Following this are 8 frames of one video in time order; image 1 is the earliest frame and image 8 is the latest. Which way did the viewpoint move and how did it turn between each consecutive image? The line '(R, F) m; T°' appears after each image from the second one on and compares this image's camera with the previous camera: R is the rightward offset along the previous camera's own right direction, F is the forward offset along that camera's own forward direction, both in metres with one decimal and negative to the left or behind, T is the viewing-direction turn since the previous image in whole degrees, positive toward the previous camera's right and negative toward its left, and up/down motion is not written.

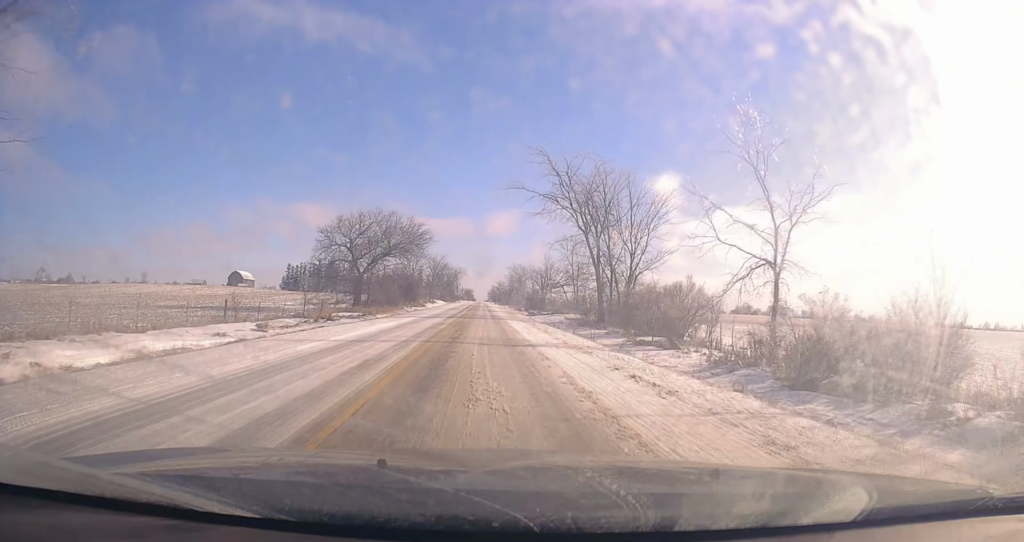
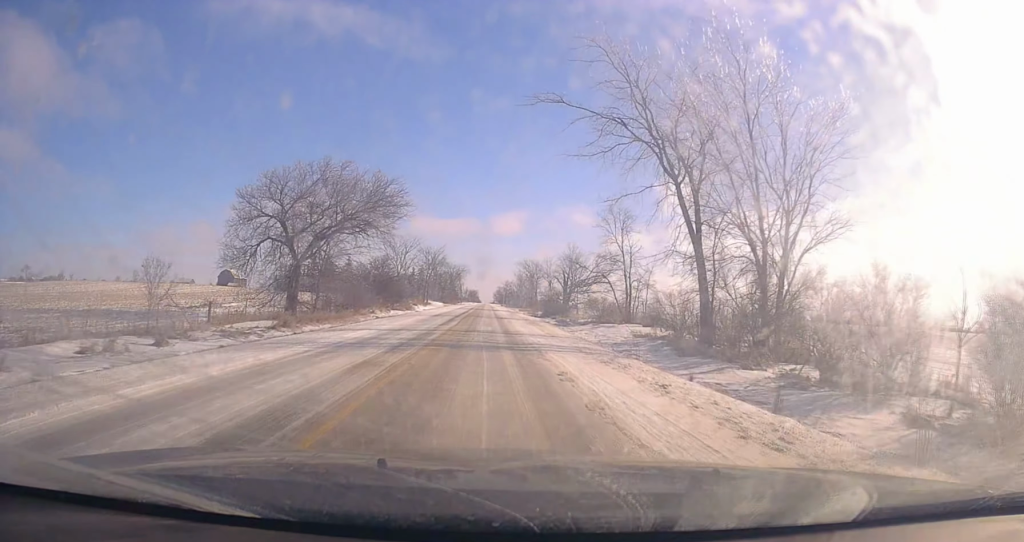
(-0.7, +25.2) m; 0°
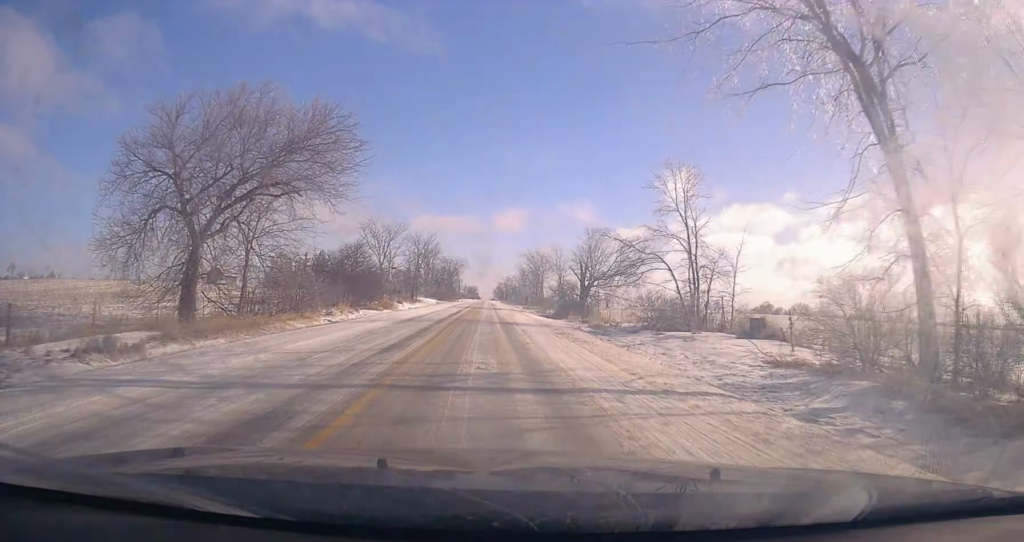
(+0.2, +16.0) m; 0°
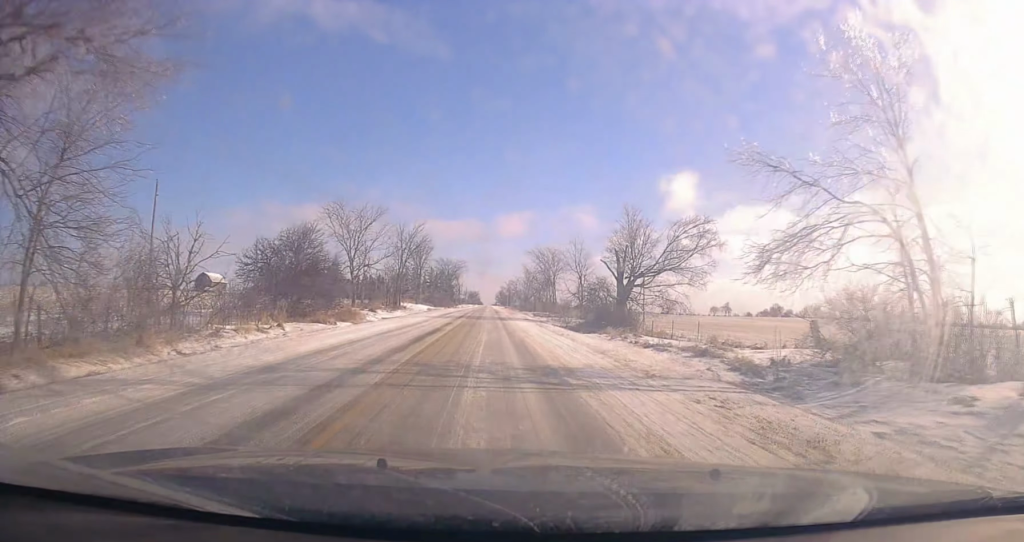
(-0.1, +19.0) m; 0°
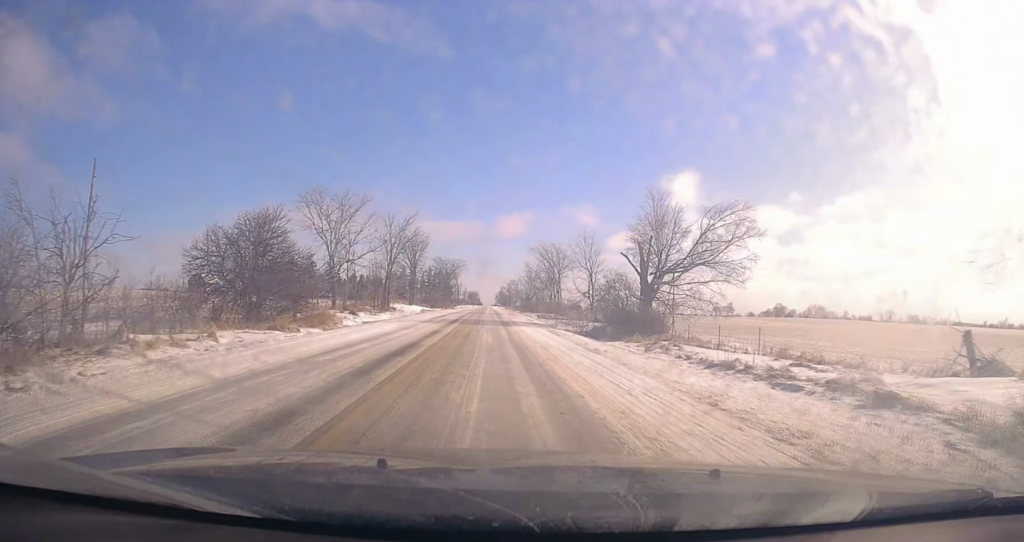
(-0.1, +8.2) m; 0°
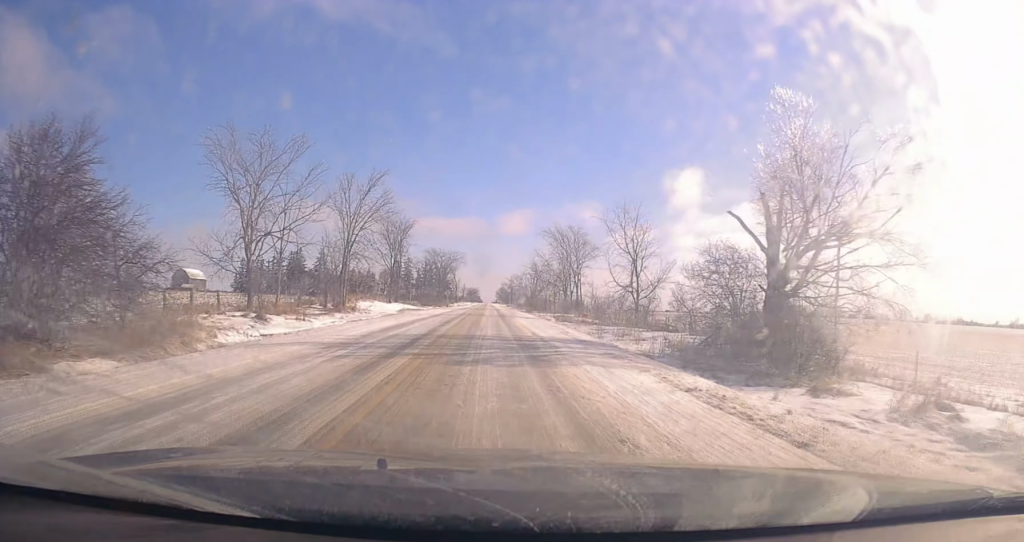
(+0.2, +20.6) m; 0°
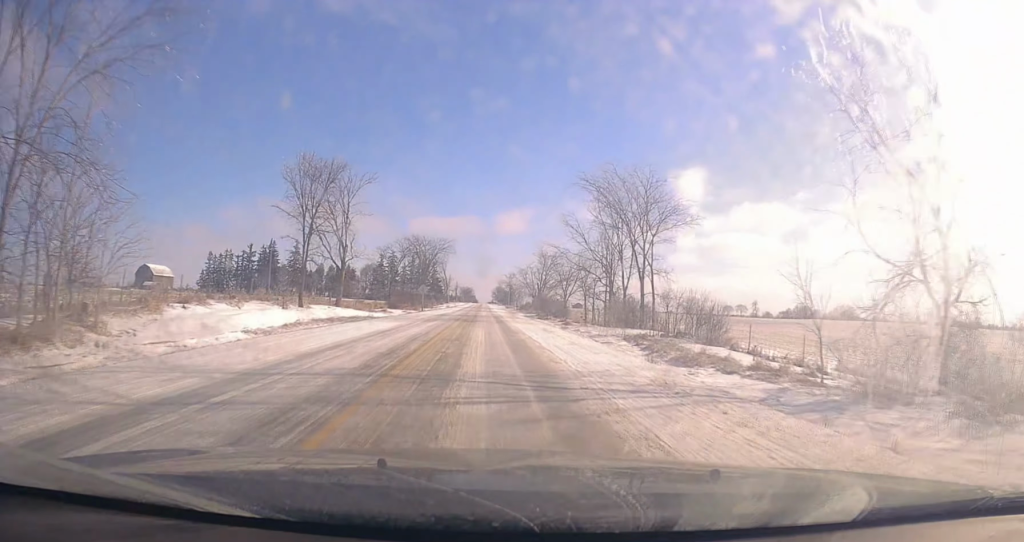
(0.0, +34.9) m; 0°
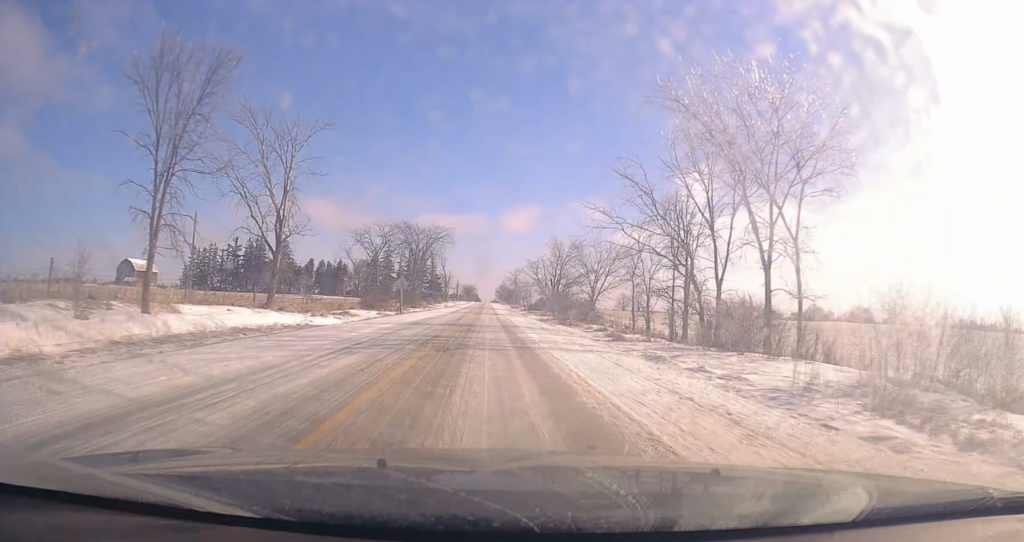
(+0.1, +20.4) m; -1°
